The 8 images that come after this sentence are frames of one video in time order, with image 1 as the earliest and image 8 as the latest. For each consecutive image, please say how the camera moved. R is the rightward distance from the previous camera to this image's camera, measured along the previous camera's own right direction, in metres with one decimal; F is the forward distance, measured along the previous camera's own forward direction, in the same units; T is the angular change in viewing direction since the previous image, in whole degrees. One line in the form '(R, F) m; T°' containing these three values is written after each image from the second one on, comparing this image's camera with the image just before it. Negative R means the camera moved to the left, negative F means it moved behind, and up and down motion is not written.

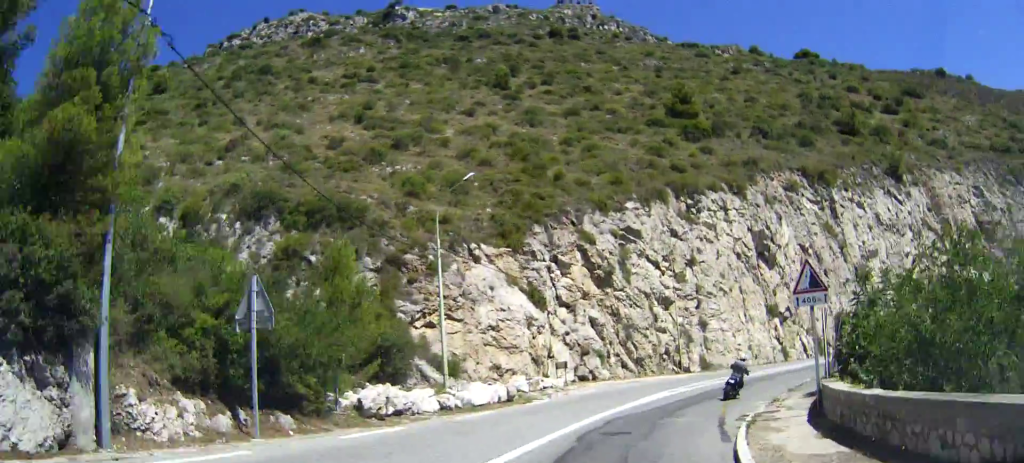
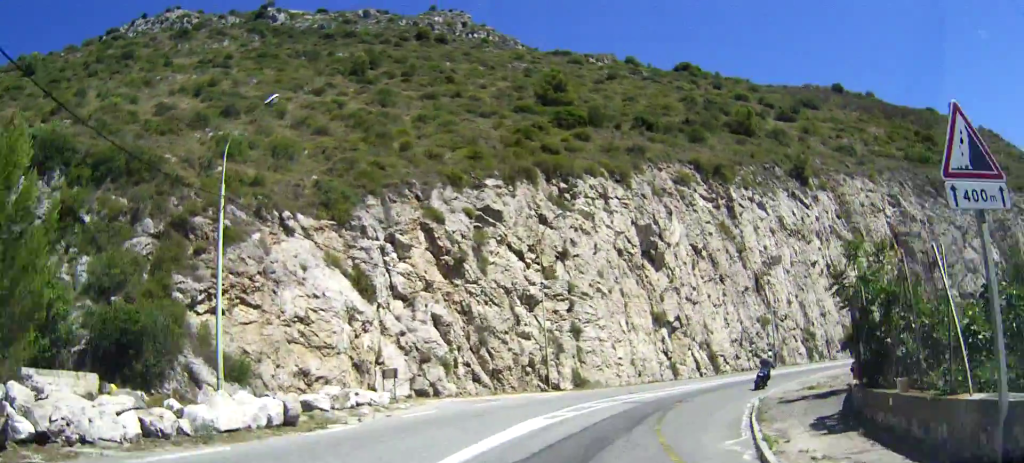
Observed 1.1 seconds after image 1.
(+1.5, +9.5) m; +33°
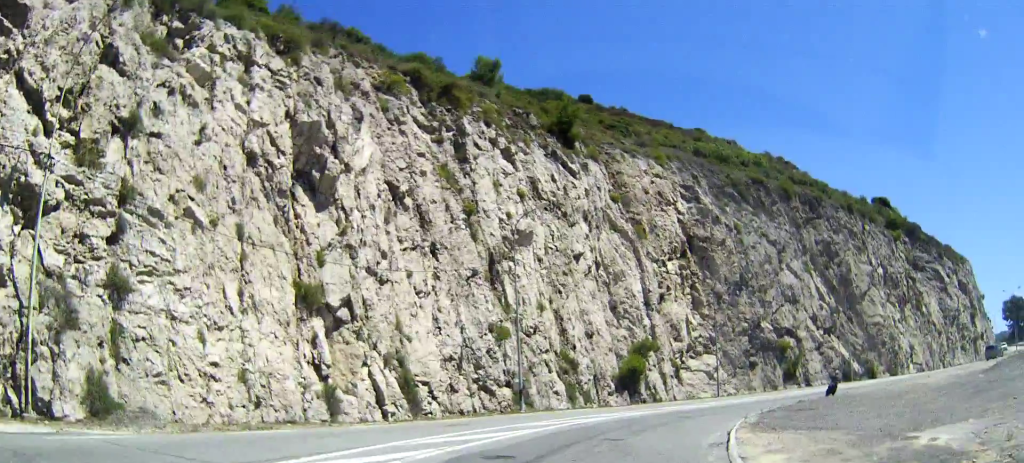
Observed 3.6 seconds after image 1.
(+9.6, +23.6) m; +22°
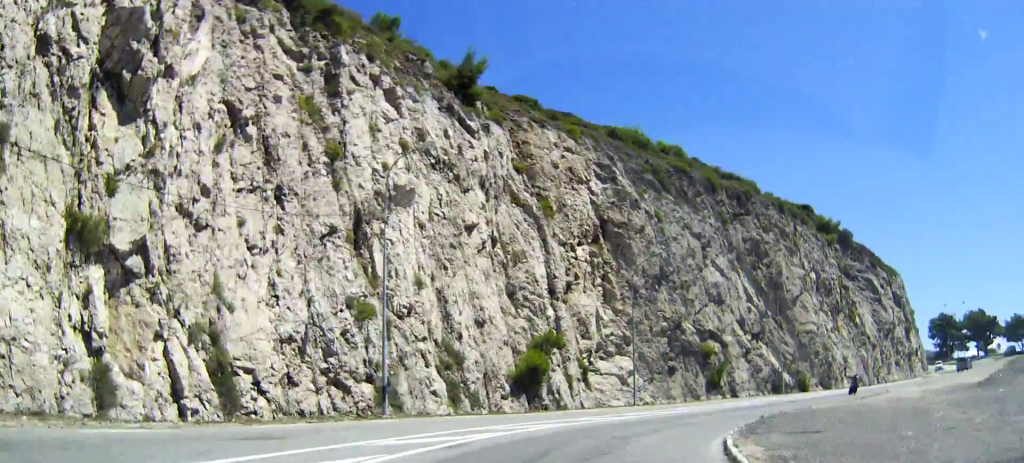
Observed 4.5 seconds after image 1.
(0.0, +8.9) m; 0°
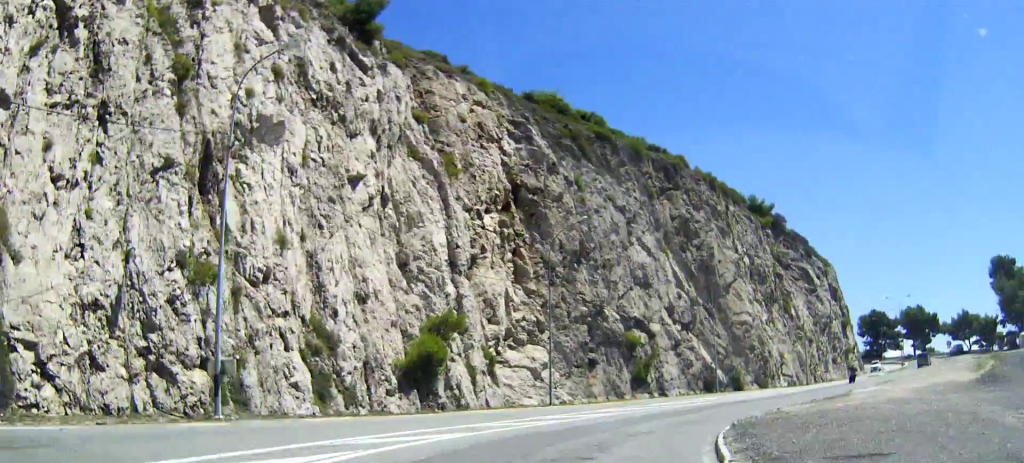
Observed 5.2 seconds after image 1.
(0.0, +6.9) m; 0°
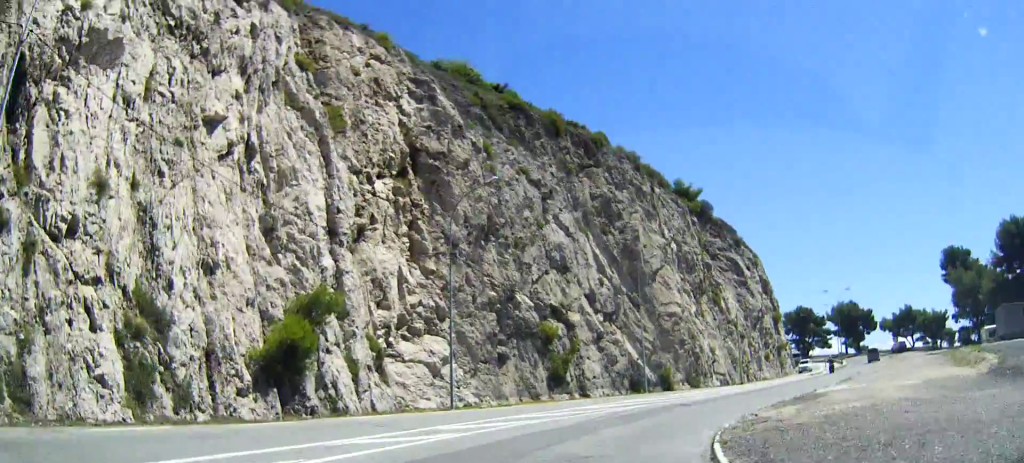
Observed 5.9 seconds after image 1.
(0.0, +6.6) m; 0°
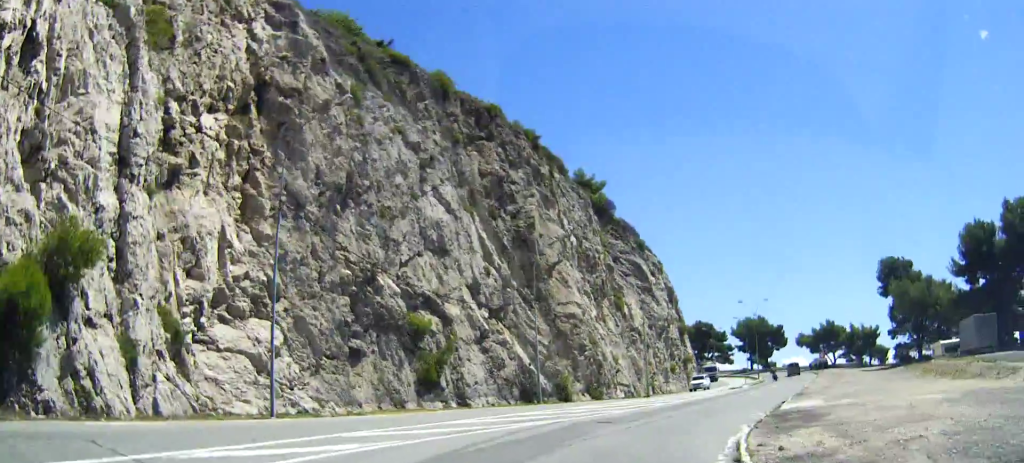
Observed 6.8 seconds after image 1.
(0.0, +8.9) m; 0°
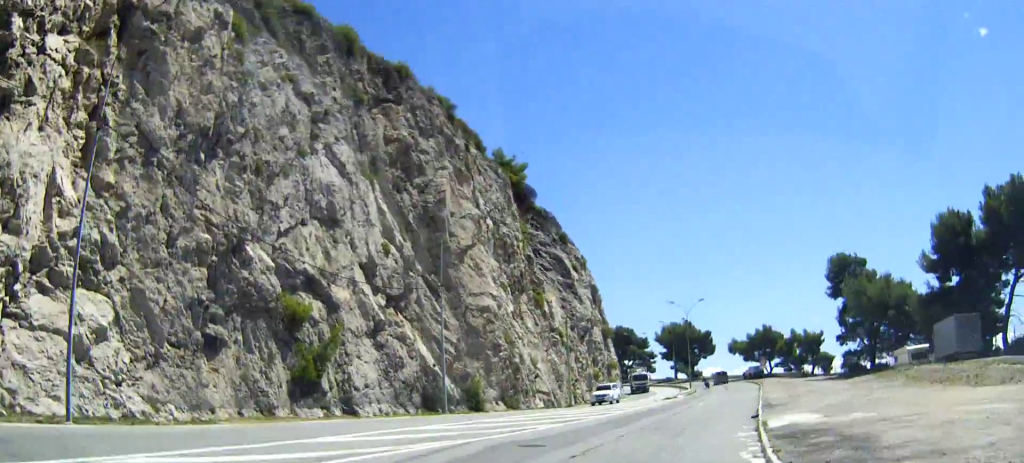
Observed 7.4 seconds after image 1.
(0.0, +7.3) m; 0°
